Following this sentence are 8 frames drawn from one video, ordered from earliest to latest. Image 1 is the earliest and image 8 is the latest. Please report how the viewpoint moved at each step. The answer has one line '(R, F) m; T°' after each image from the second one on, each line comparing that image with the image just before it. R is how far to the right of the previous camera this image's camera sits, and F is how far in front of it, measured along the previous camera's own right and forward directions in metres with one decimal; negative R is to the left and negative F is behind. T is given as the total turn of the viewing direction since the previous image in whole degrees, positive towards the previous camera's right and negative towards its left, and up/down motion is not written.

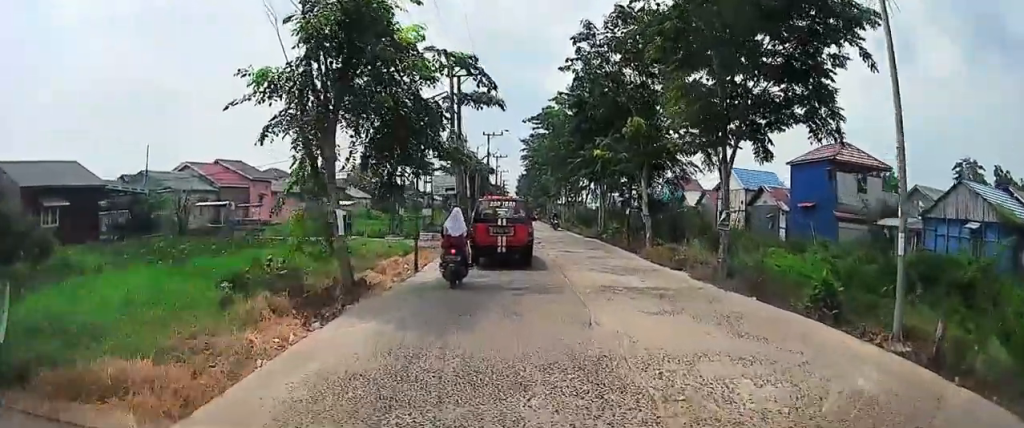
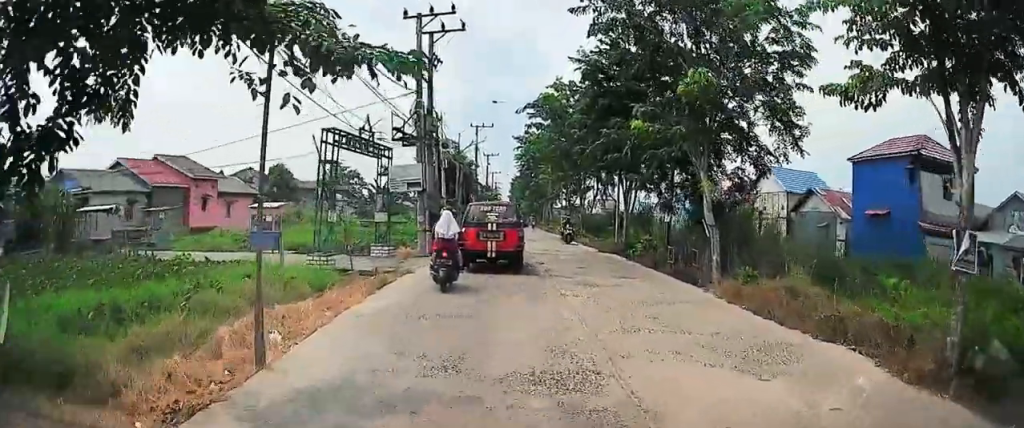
(0.0, +8.8) m; 0°
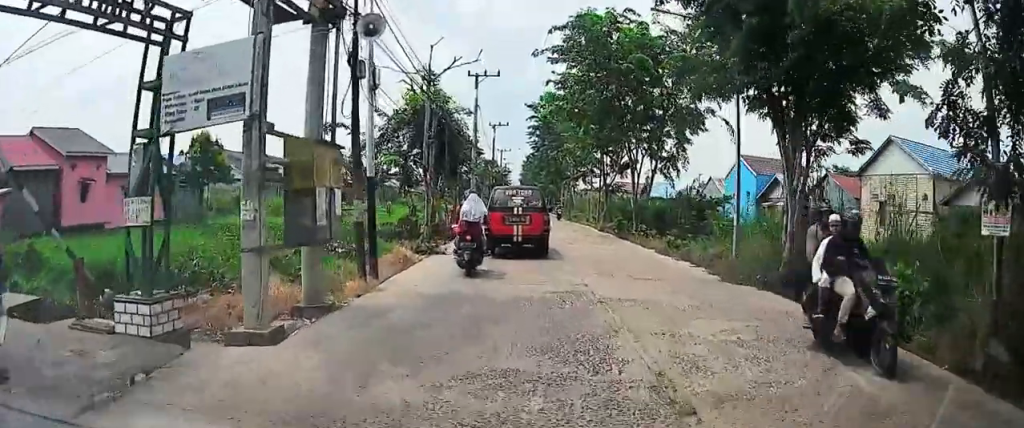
(0.0, +15.6) m; 0°
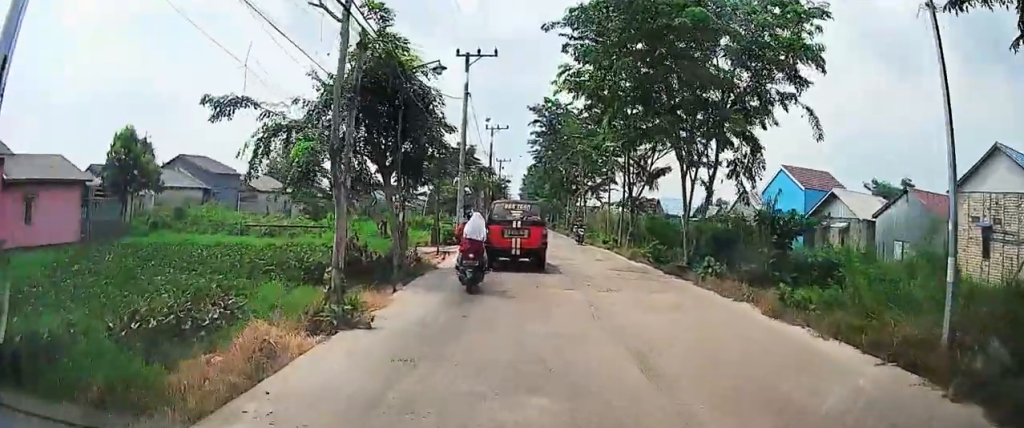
(0.0, +9.4) m; 0°
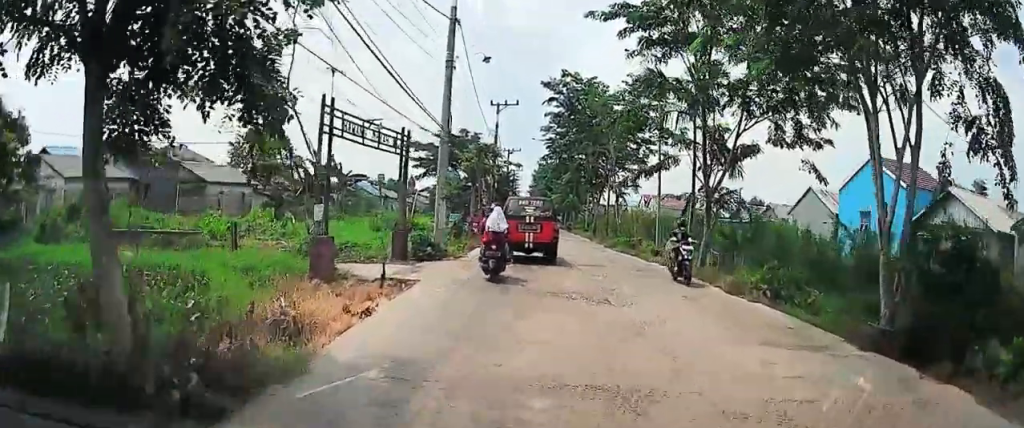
(0.0, +11.8) m; 0°
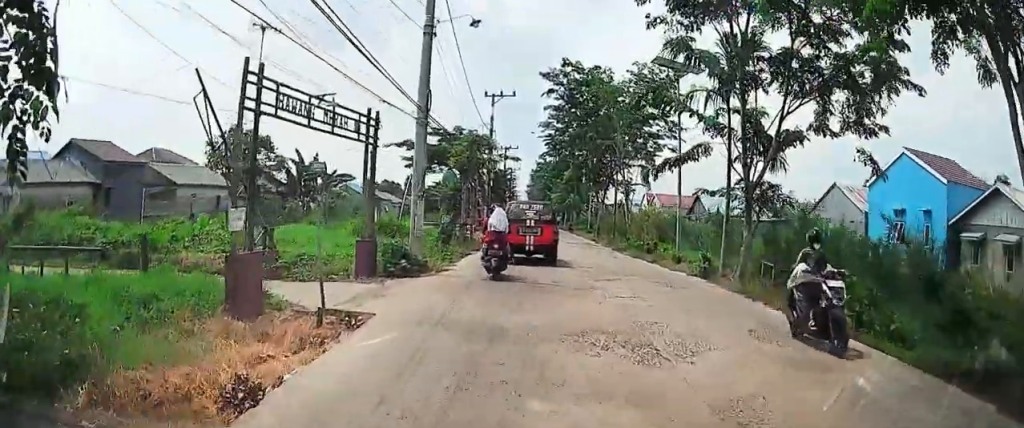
(0.0, +4.4) m; 0°
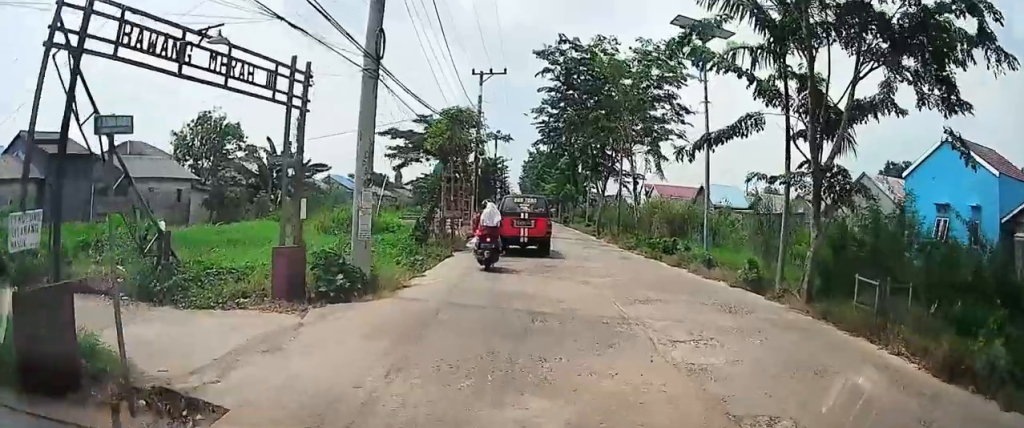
(0.0, +5.0) m; 0°
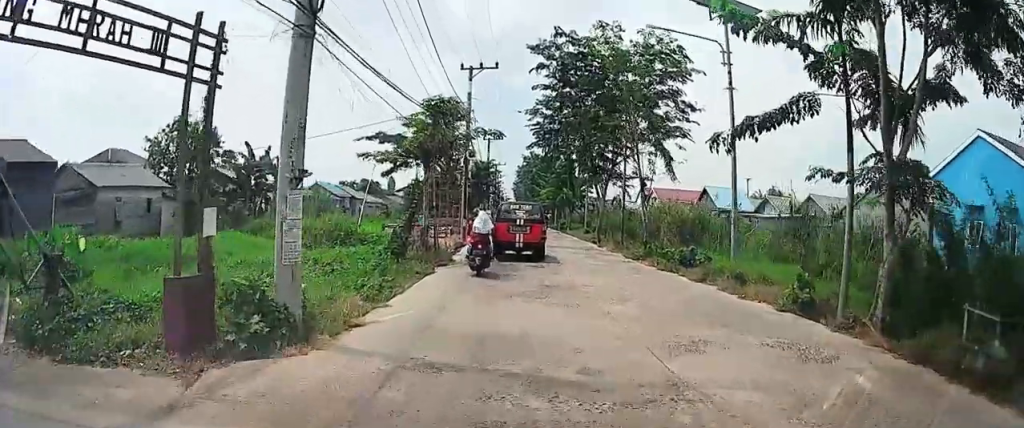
(0.0, +3.3) m; 0°
